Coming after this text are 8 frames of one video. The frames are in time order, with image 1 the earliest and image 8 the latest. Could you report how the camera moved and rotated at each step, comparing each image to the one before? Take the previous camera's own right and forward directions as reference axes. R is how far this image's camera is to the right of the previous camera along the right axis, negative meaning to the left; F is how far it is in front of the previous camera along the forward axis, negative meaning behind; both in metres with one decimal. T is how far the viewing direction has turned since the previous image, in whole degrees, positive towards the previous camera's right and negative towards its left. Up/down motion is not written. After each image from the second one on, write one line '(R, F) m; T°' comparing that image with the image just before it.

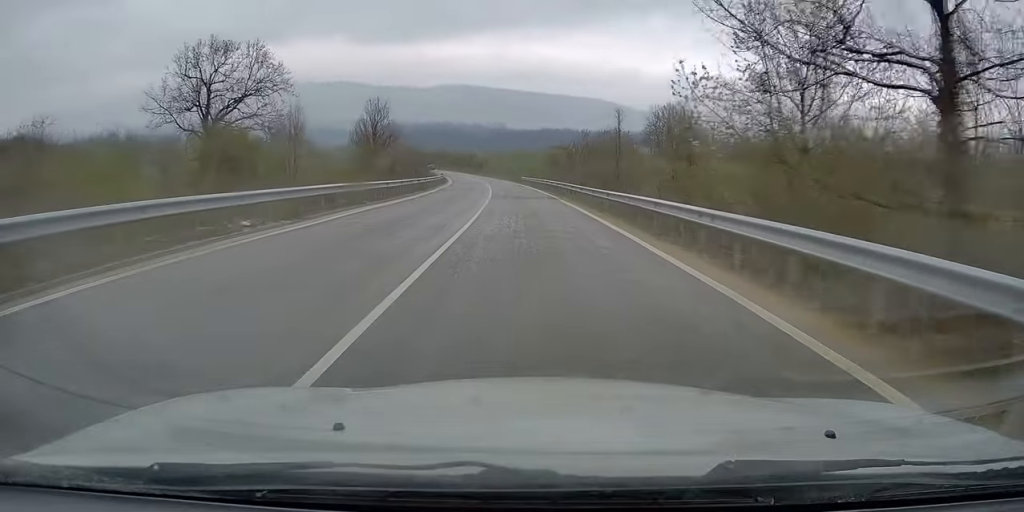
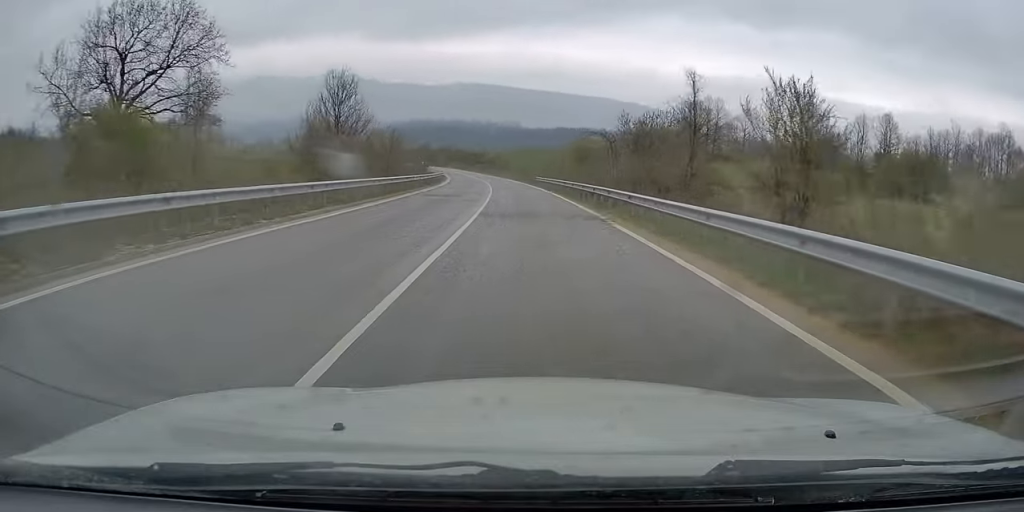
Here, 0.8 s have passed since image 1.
(-0.3, +16.1) m; -2°
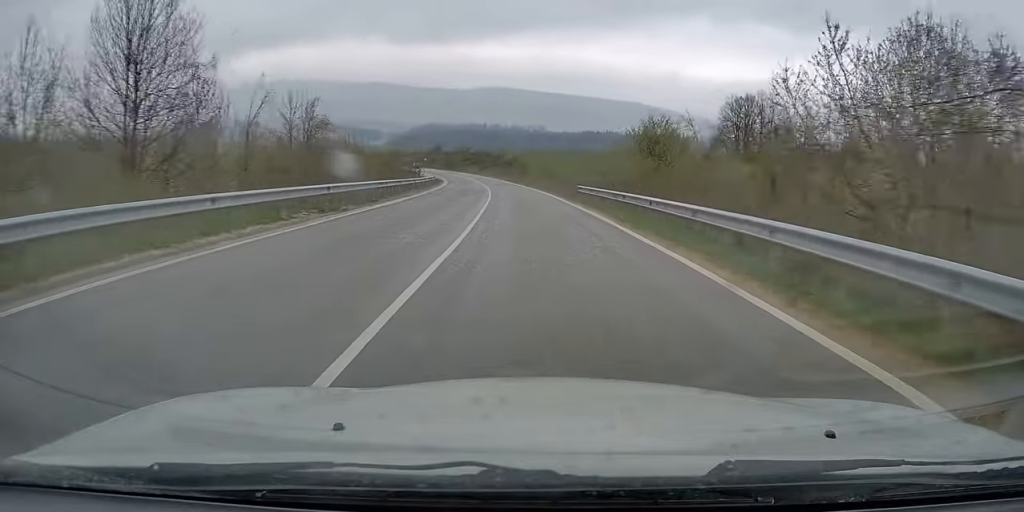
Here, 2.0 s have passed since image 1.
(-0.6, +26.6) m; -3°
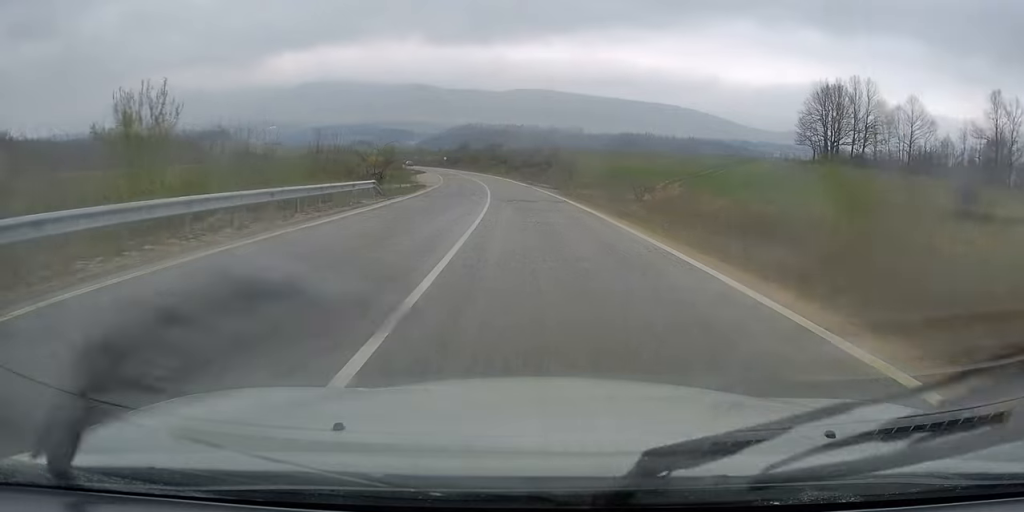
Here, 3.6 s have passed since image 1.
(-0.9, +33.4) m; -3°
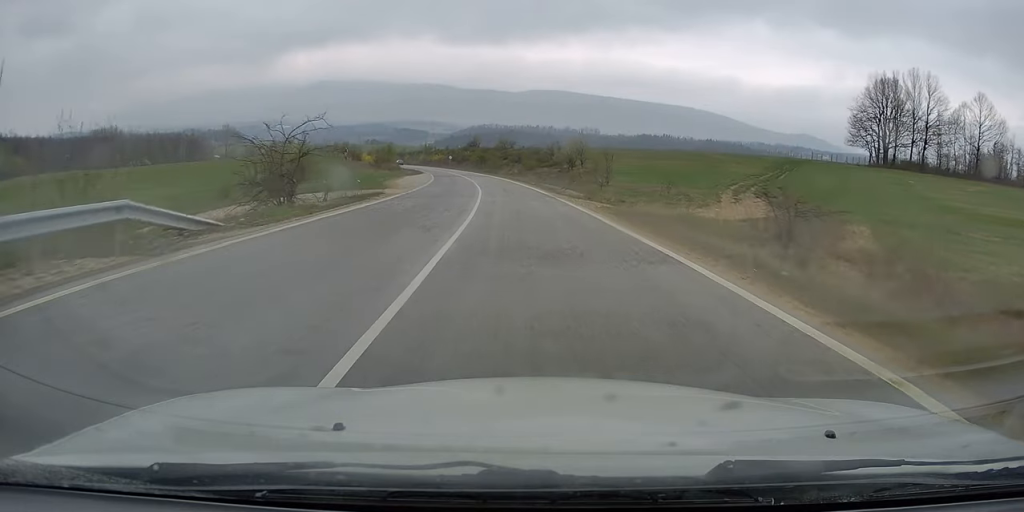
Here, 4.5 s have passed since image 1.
(-0.2, +18.0) m; -2°
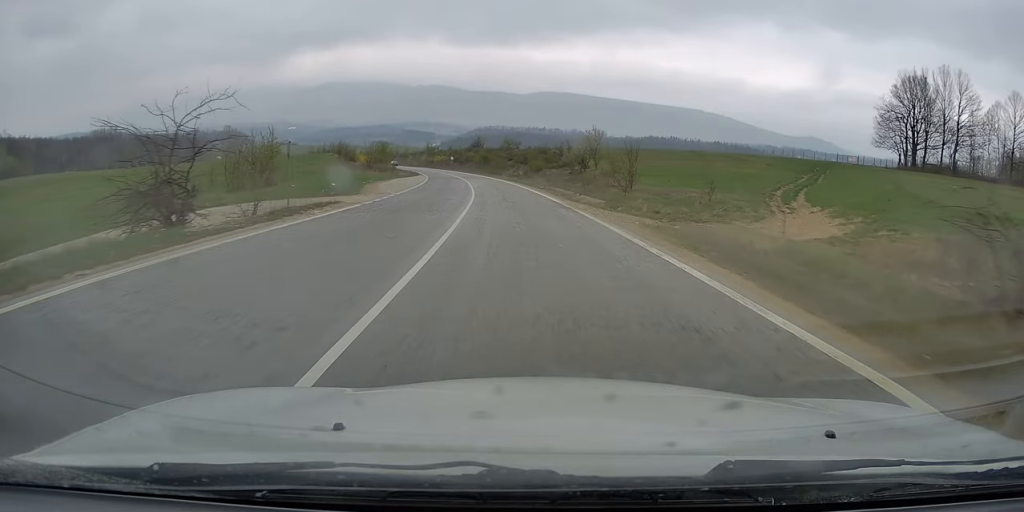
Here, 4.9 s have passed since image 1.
(0.0, +8.3) m; -1°
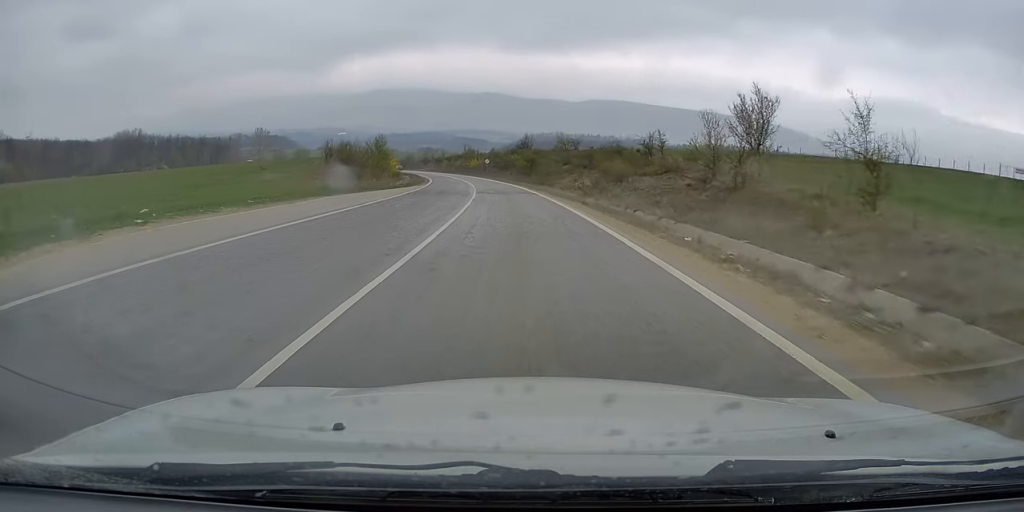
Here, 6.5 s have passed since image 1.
(-1.2, +33.9) m; -4°
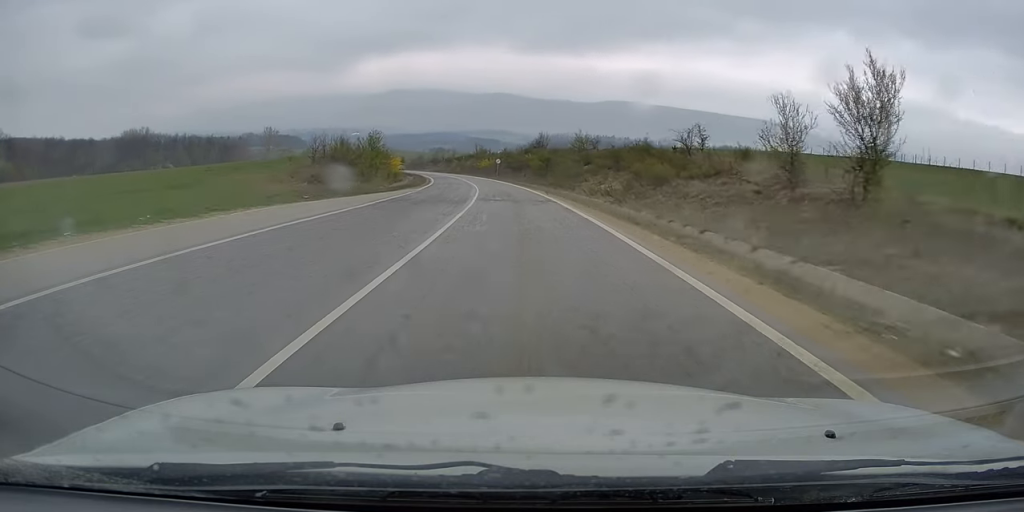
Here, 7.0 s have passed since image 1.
(-0.1, +9.0) m; -1°
